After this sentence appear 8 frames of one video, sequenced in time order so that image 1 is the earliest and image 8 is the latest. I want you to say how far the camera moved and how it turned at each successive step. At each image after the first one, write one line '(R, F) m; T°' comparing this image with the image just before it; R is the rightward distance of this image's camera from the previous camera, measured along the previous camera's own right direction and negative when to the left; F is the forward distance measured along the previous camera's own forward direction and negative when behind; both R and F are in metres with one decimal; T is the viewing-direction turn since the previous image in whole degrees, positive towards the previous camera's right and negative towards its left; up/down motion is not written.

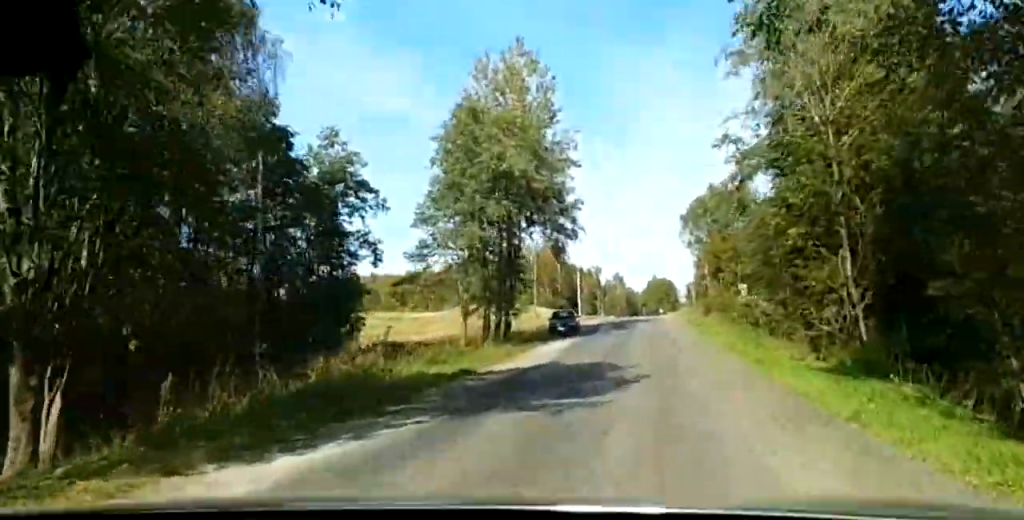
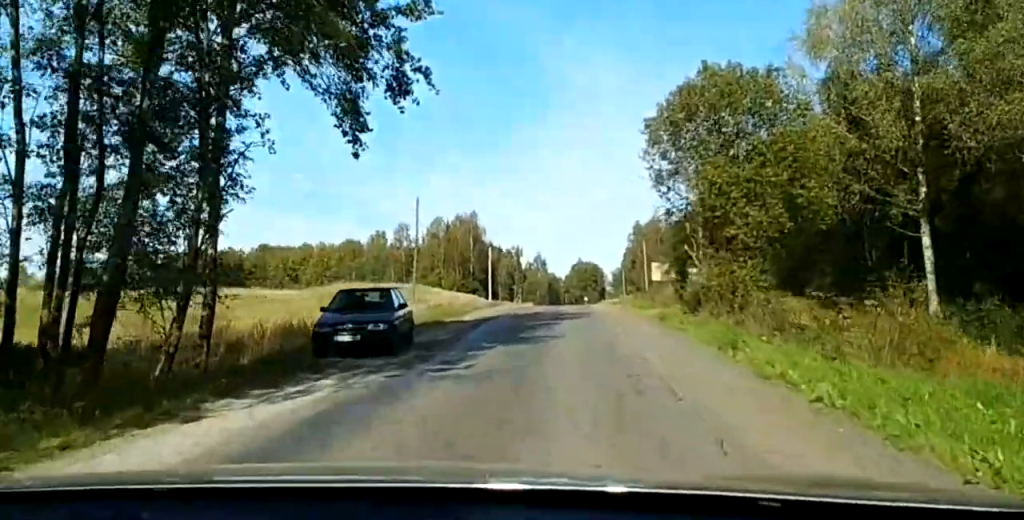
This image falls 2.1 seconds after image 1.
(+0.4, +32.7) m; +1°
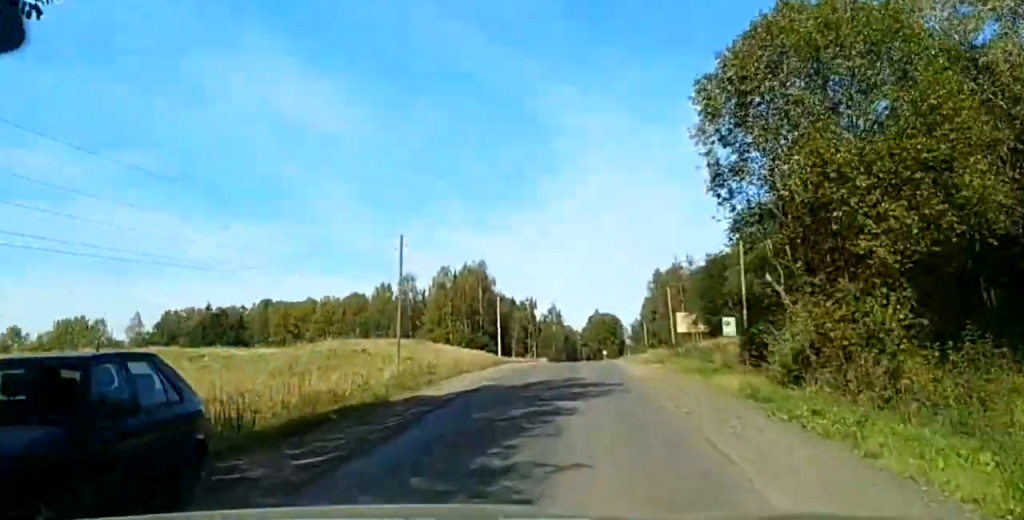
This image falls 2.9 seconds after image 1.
(0.0, +12.4) m; 0°
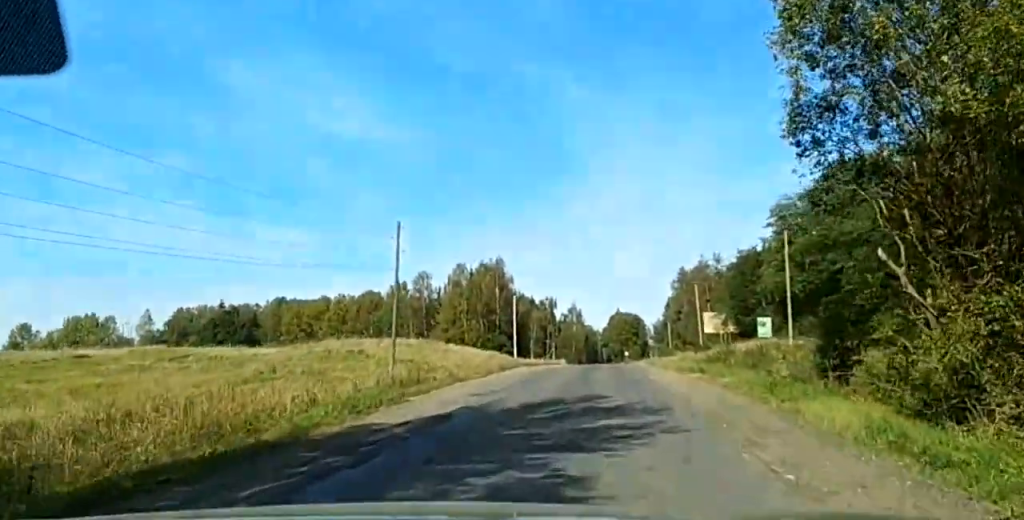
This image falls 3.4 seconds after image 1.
(-0.1, +8.1) m; -1°
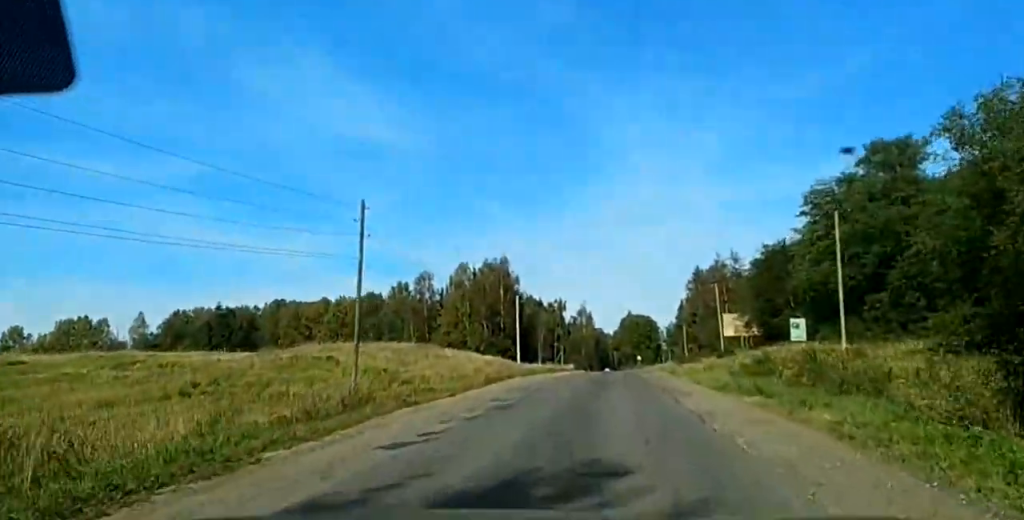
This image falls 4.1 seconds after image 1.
(0.0, +10.0) m; -1°
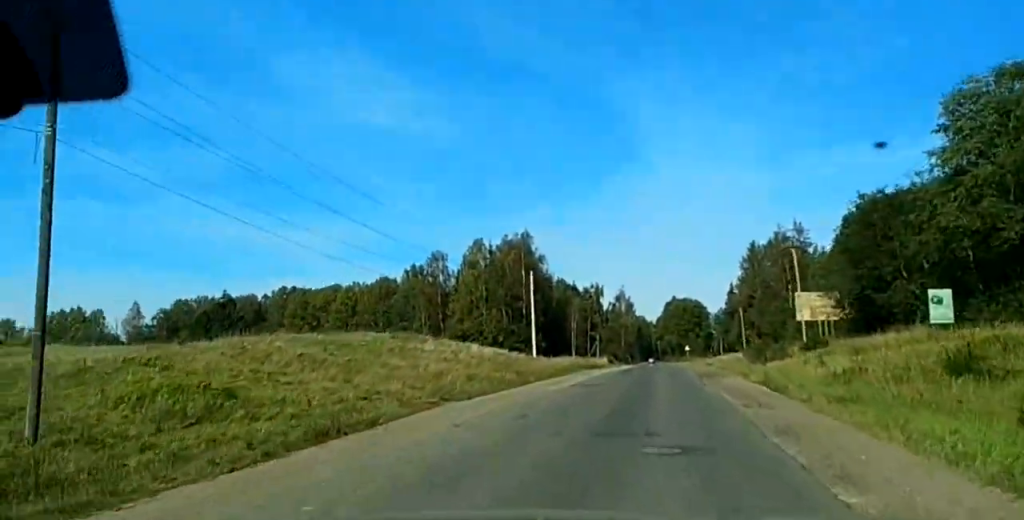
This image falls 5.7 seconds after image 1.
(-0.3, +26.4) m; 0°
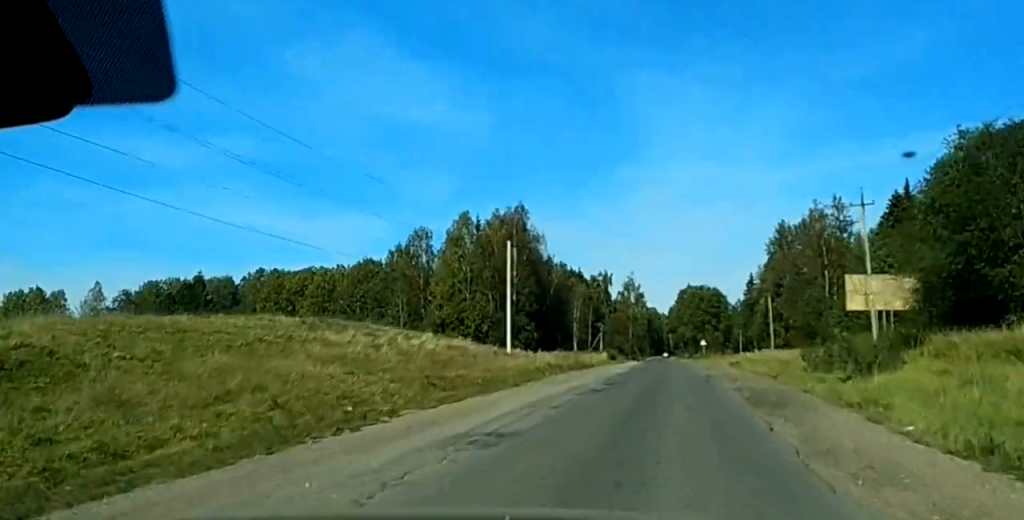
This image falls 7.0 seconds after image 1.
(+0.4, +22.2) m; +1°
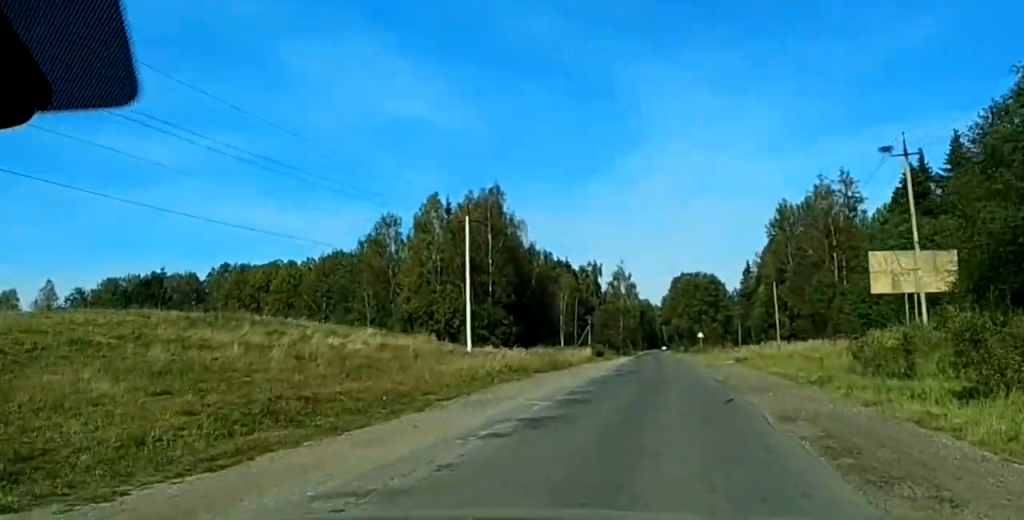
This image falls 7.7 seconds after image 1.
(0.0, +12.5) m; 0°
